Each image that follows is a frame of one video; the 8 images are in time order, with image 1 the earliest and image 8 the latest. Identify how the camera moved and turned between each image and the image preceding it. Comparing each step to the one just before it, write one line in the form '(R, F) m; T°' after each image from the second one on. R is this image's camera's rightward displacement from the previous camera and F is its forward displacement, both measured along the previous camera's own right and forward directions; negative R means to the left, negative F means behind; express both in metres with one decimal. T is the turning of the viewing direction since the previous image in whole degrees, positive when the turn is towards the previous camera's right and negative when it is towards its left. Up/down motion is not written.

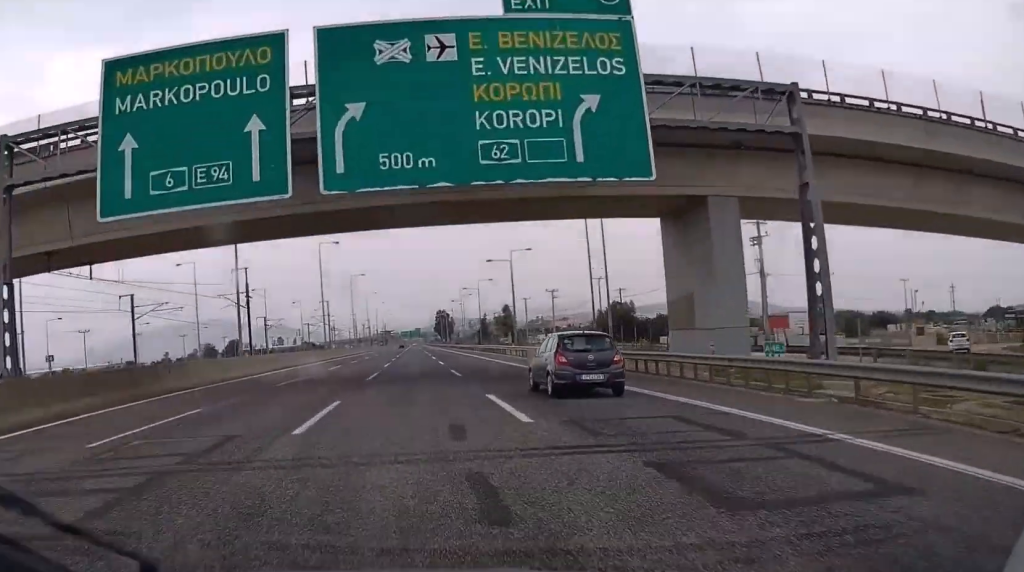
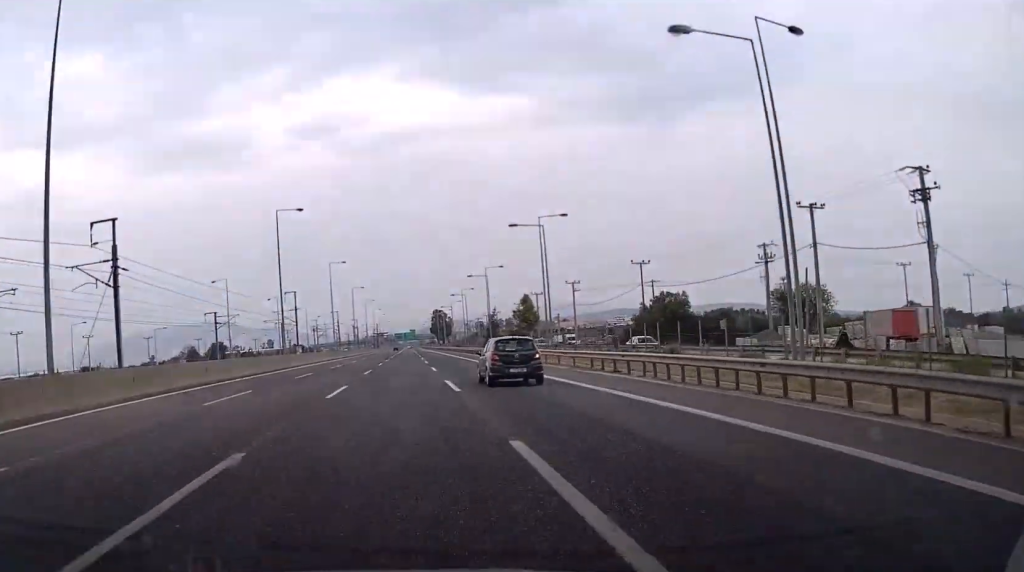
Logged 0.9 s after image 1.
(+0.1, +27.0) m; 0°
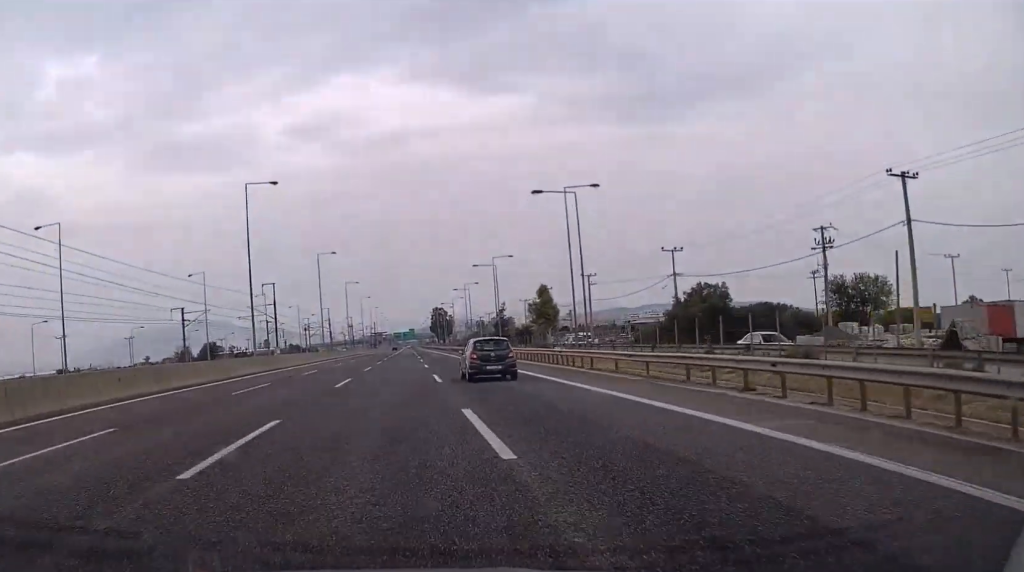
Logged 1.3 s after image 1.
(0.0, +13.1) m; 0°
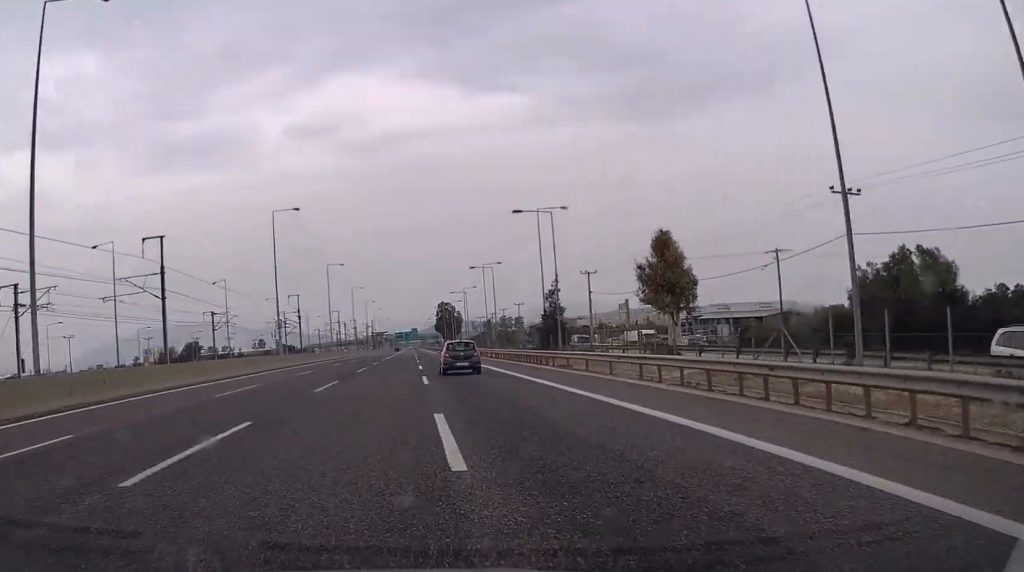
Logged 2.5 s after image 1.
(0.0, +36.2) m; 0°
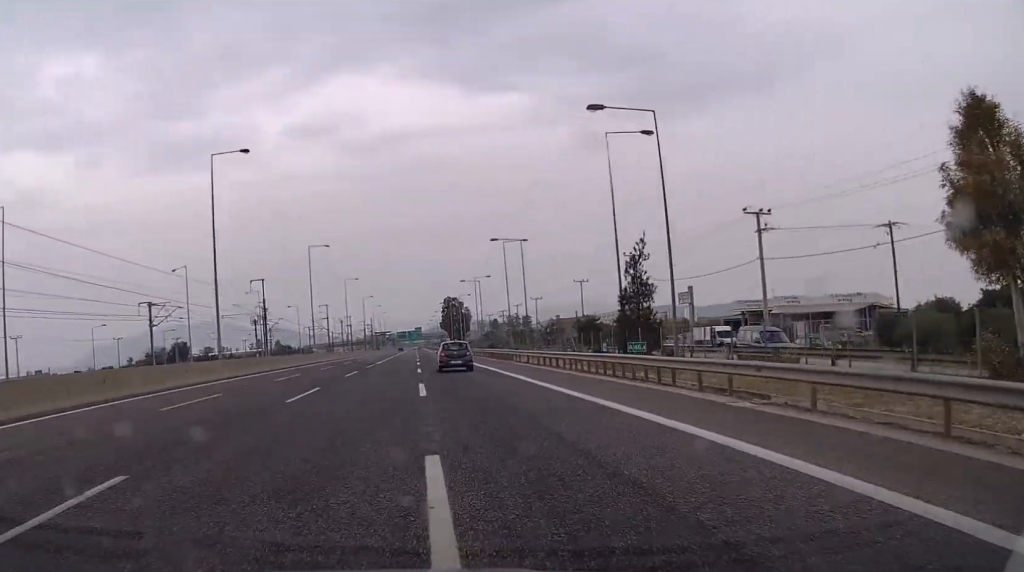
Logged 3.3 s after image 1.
(0.0, +23.3) m; 0°
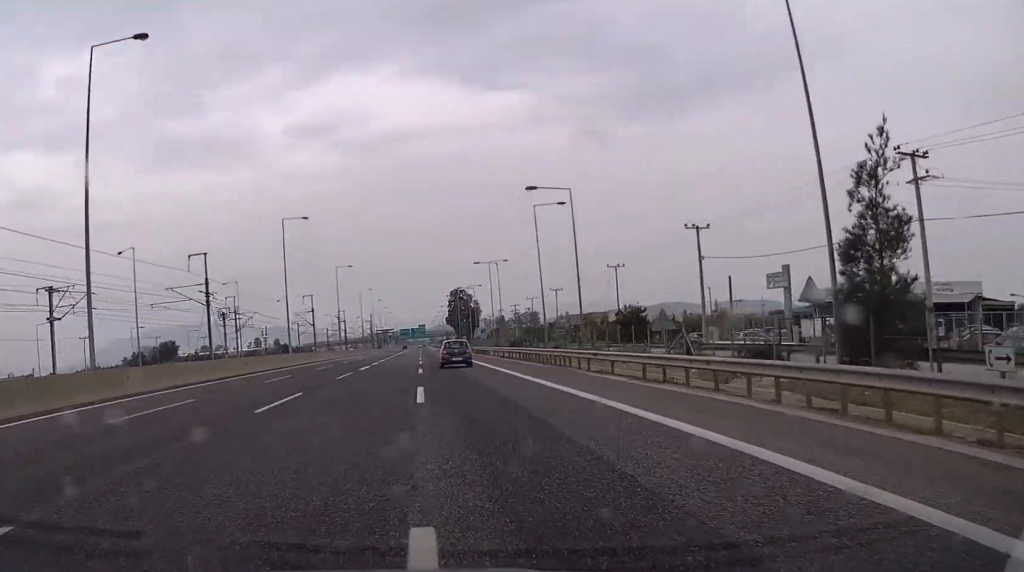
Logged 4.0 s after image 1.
(0.0, +21.3) m; 0°
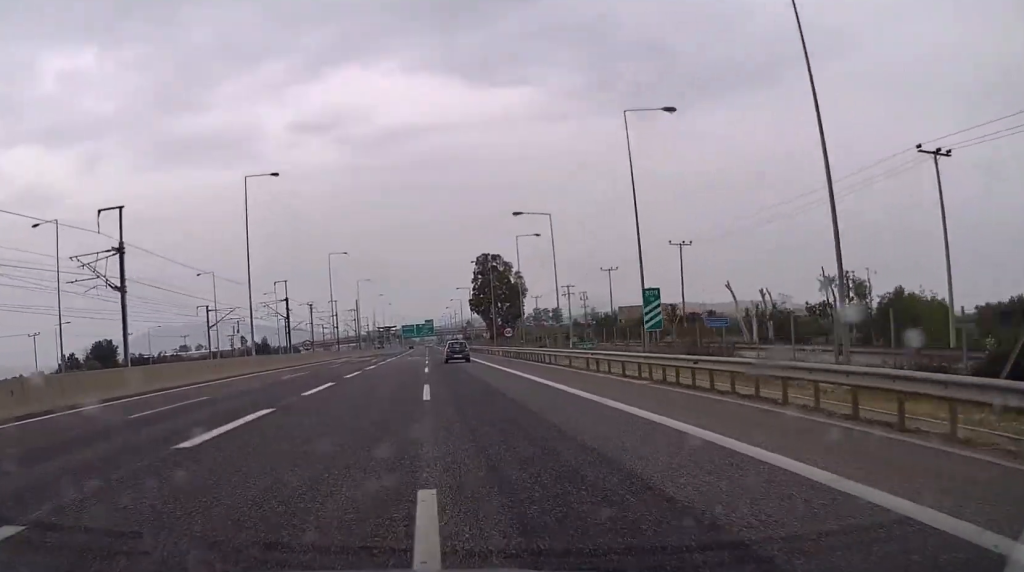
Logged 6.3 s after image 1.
(-0.3, +70.6) m; -1°
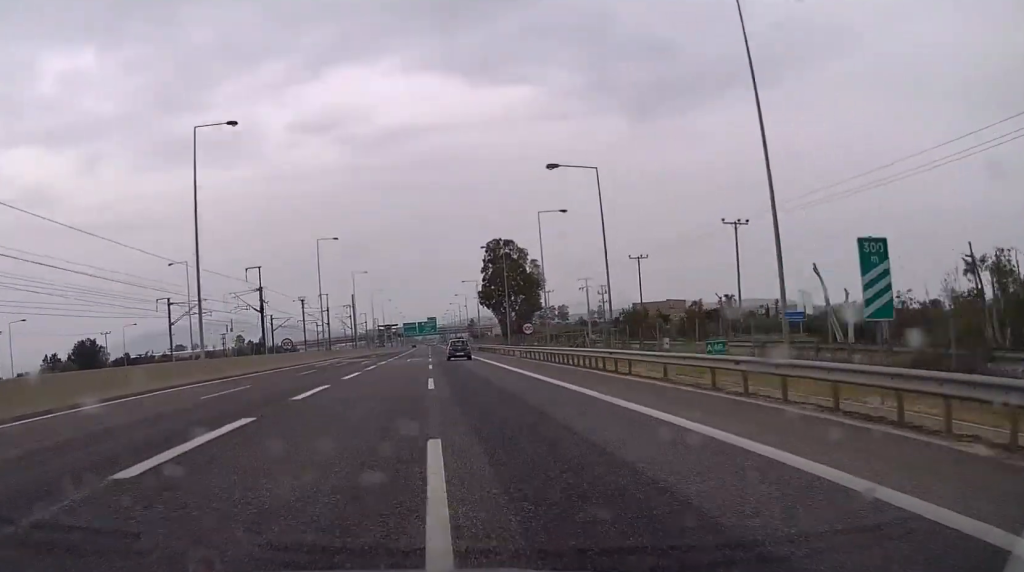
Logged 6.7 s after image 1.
(0.0, +14.5) m; 0°
